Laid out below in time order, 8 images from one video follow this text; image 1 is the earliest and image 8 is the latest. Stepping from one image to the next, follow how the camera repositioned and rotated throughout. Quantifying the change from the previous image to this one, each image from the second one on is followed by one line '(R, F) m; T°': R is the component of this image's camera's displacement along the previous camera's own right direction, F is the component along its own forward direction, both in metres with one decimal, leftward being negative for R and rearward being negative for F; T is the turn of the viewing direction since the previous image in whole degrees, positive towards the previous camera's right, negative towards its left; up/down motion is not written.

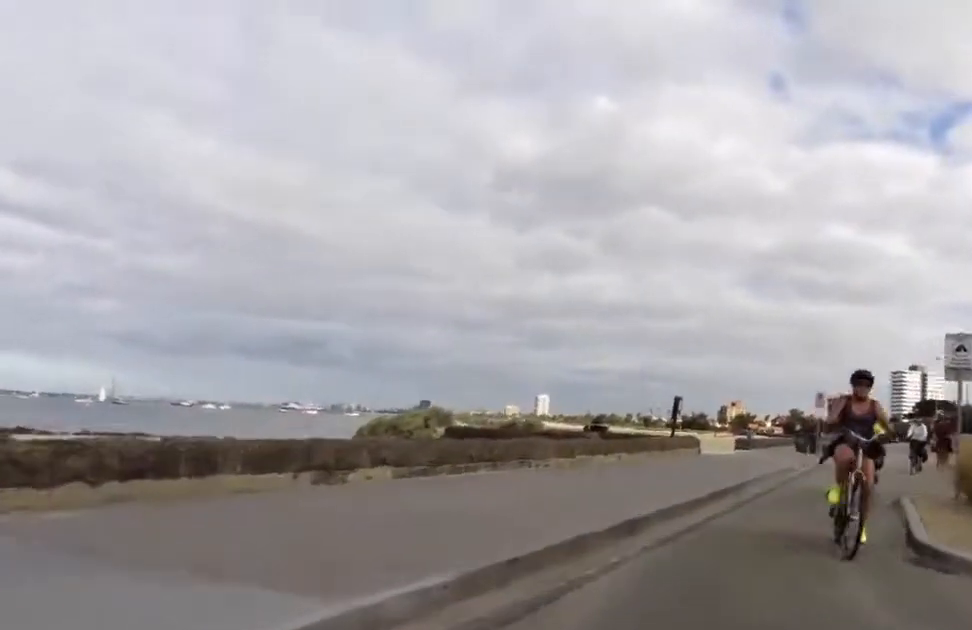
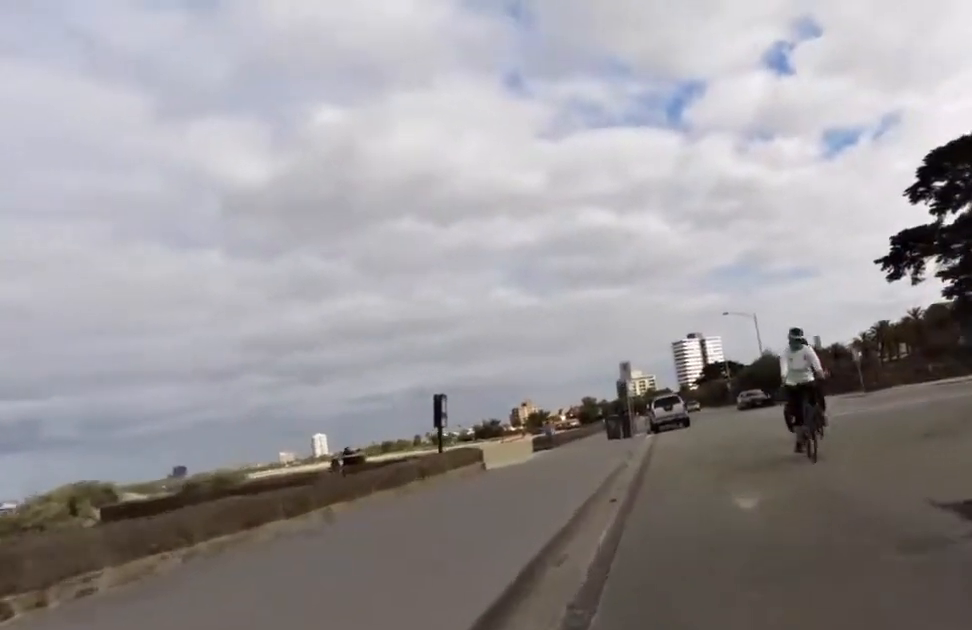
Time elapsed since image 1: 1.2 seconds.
(-0.7, +8.1) m; +1°
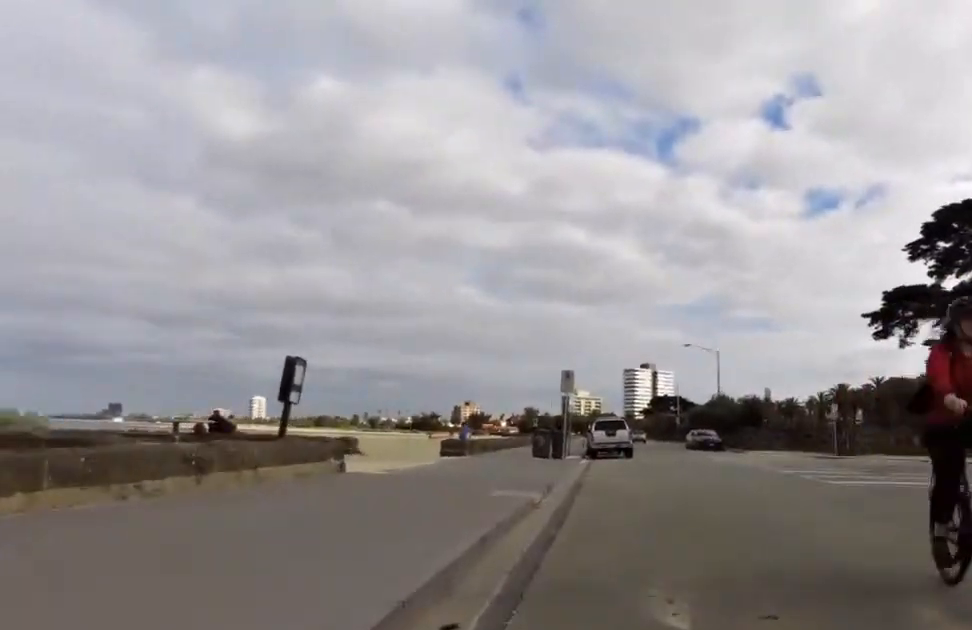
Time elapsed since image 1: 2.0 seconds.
(+0.5, +5.6) m; +7°
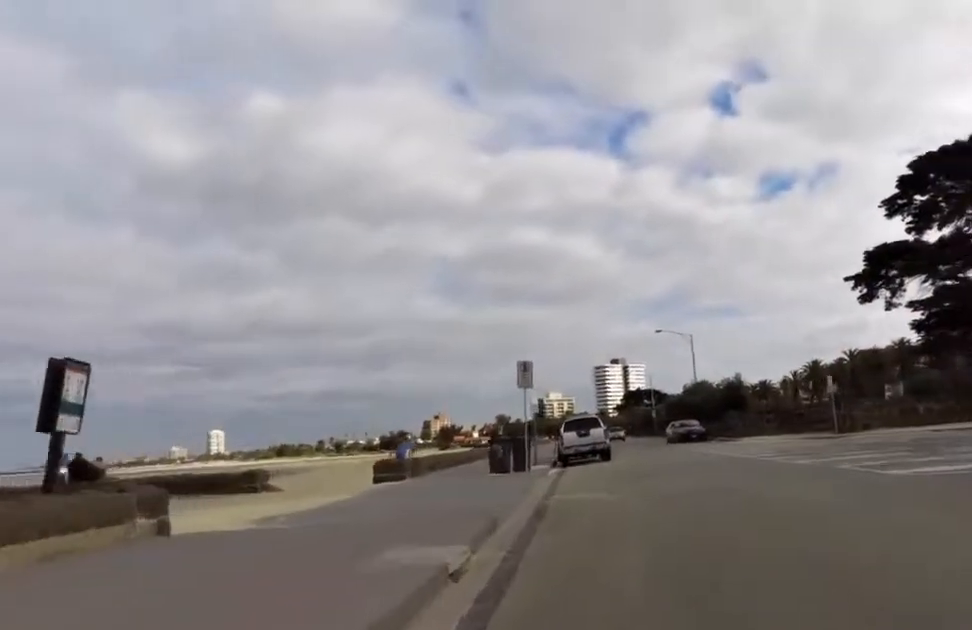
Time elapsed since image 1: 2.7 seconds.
(0.0, +4.6) m; +7°
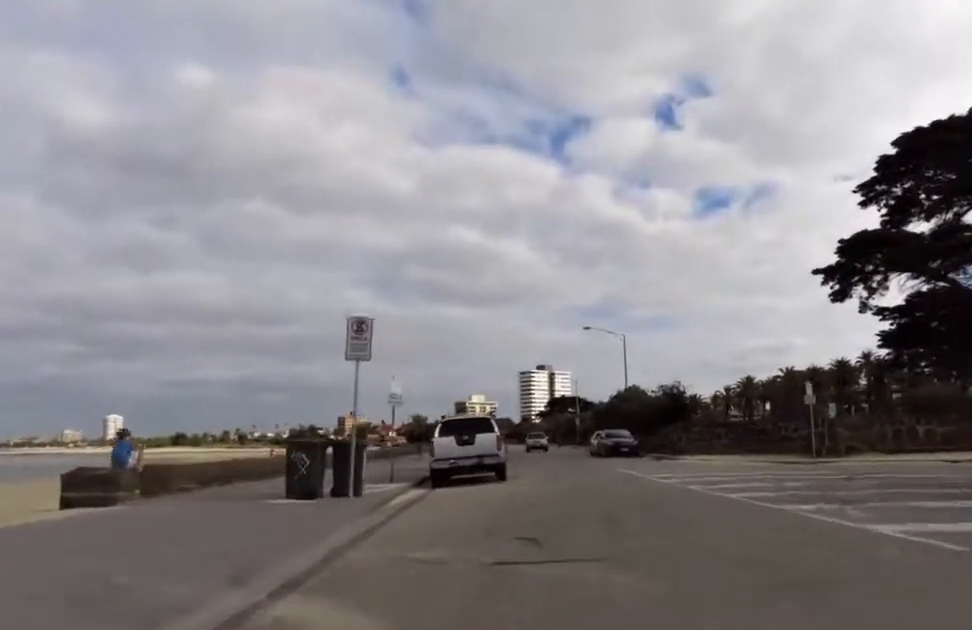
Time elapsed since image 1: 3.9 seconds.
(+1.3, +8.3) m; +12°
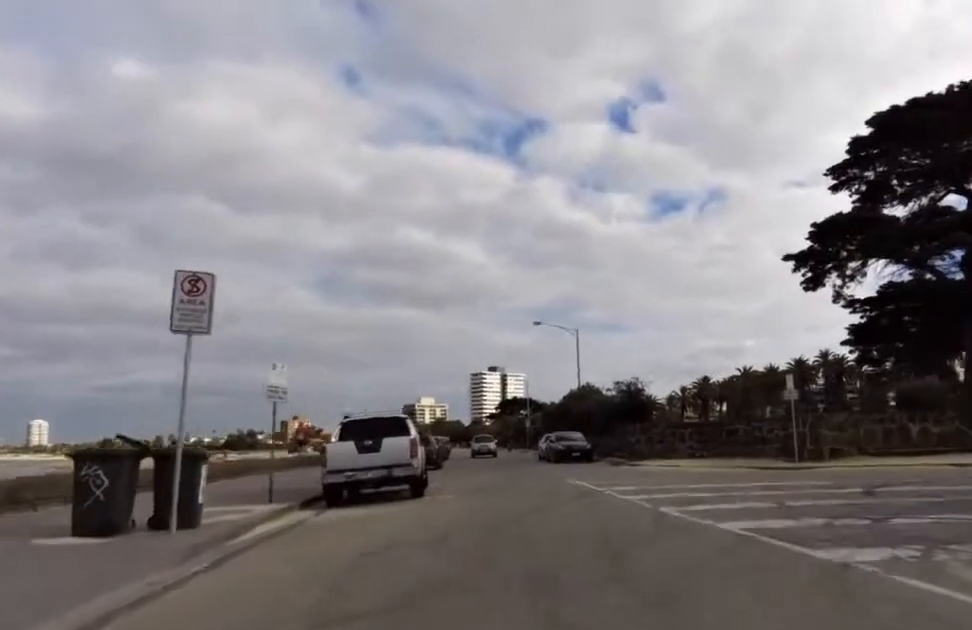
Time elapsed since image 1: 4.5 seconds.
(-0.1, +3.7) m; -5°
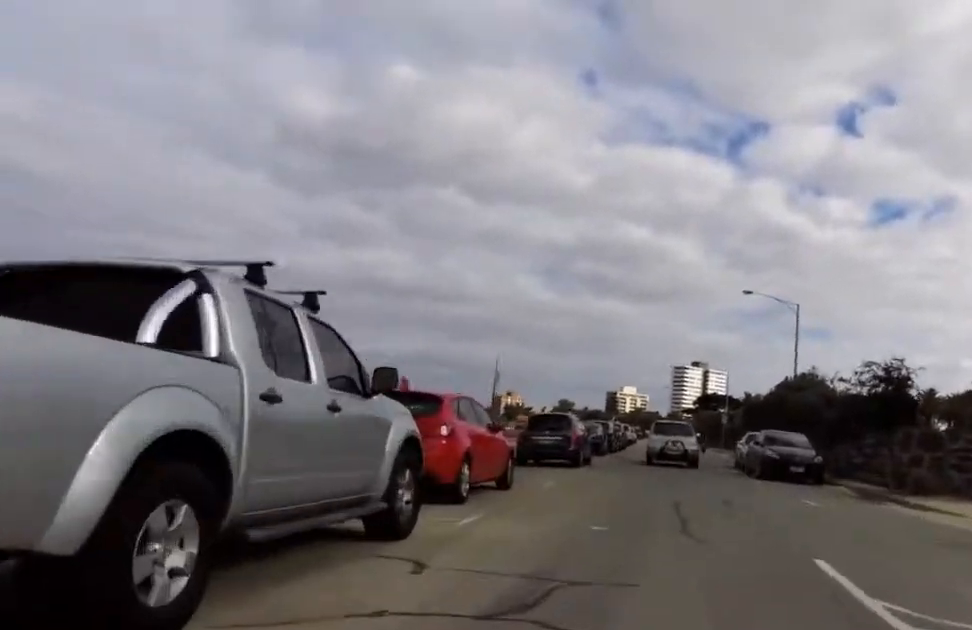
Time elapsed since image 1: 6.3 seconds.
(-1.8, +13.4) m; -14°
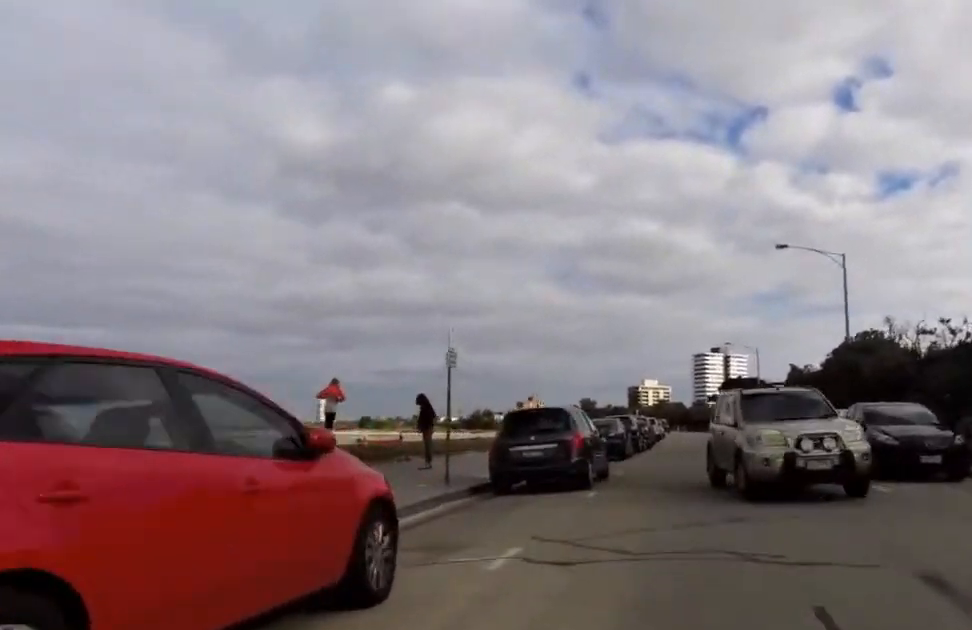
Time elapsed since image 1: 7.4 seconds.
(-0.5, +7.9) m; -6°
